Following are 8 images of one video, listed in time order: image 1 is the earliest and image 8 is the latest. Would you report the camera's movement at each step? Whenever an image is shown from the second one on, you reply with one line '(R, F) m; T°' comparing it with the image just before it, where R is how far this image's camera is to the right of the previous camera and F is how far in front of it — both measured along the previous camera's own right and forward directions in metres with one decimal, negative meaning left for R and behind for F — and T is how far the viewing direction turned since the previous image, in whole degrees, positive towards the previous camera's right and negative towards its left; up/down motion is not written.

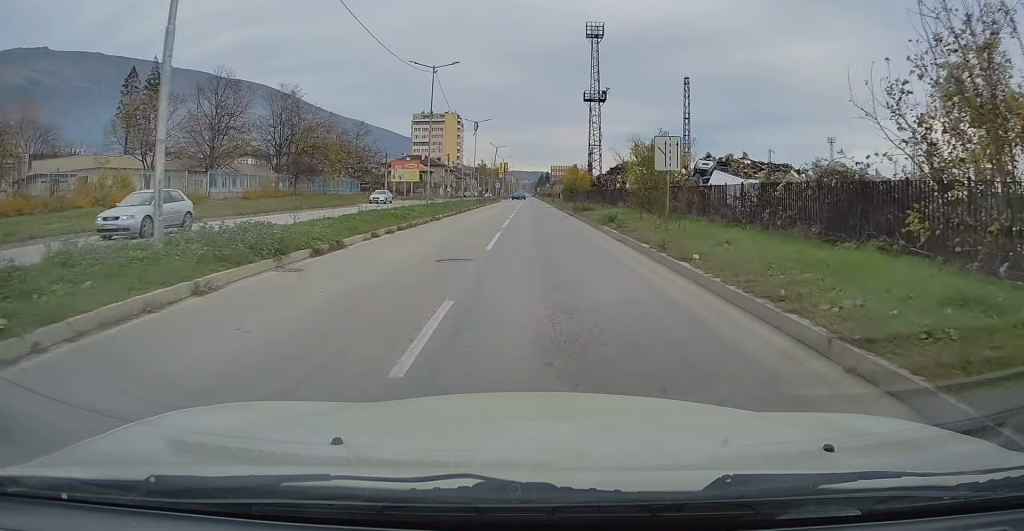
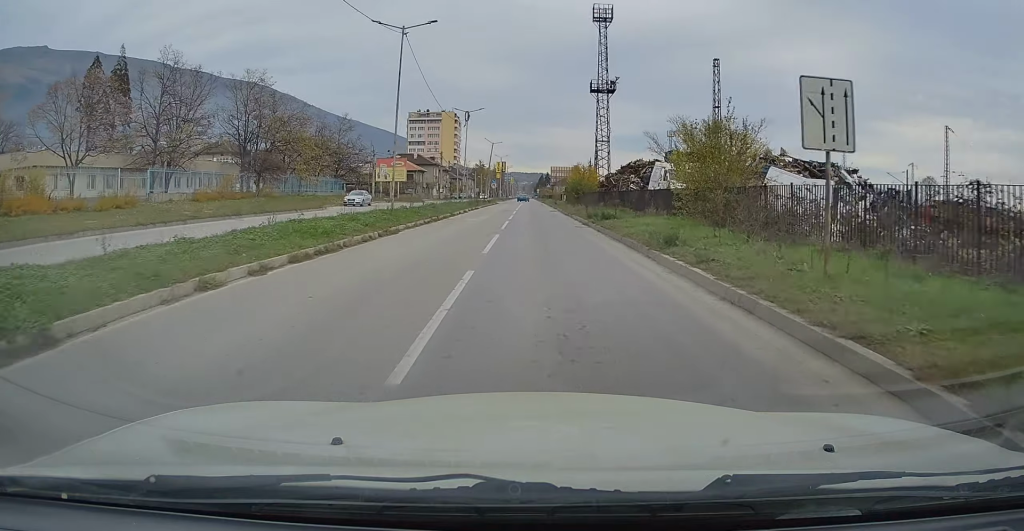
(0.0, +9.3) m; 0°
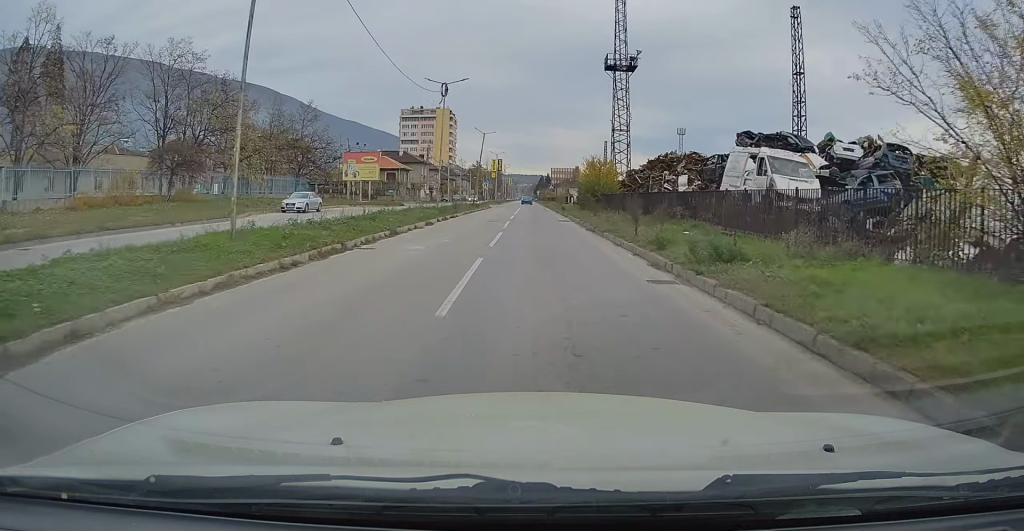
(0.0, +15.1) m; 0°
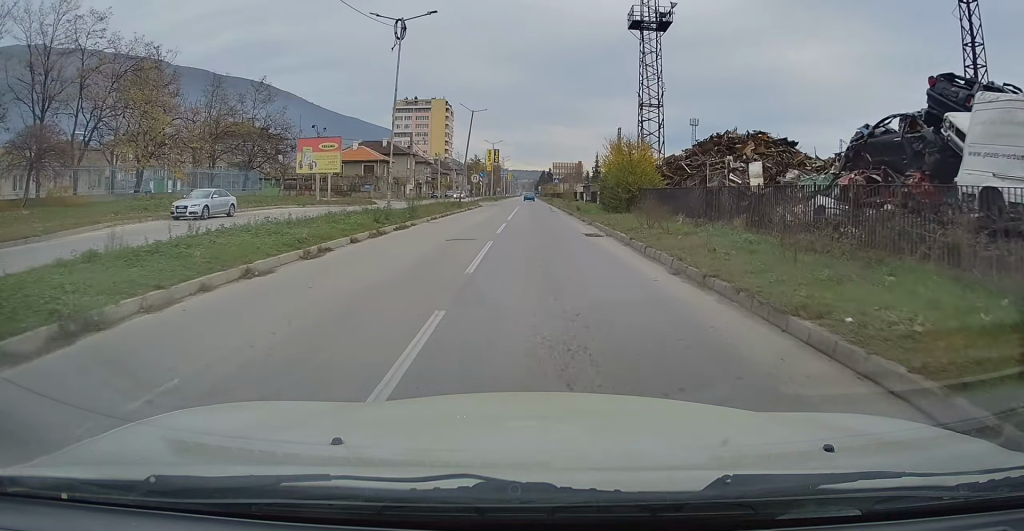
(0.0, +14.5) m; 0°
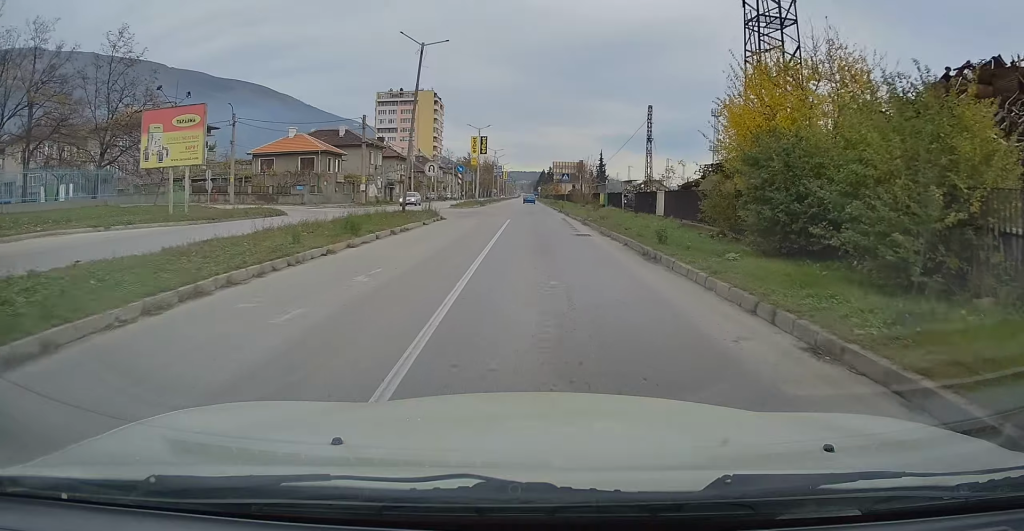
(0.0, +23.9) m; 0°
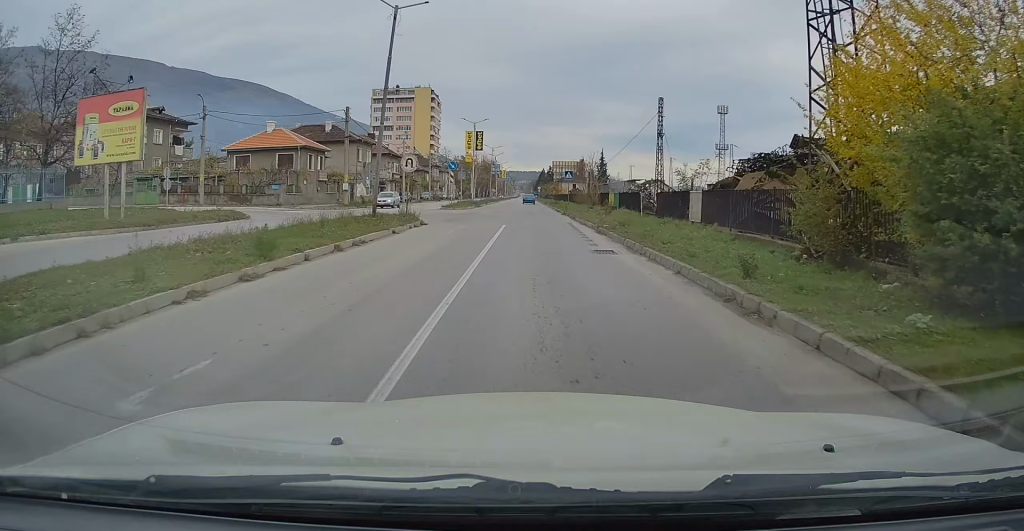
(0.0, +5.7) m; 0°
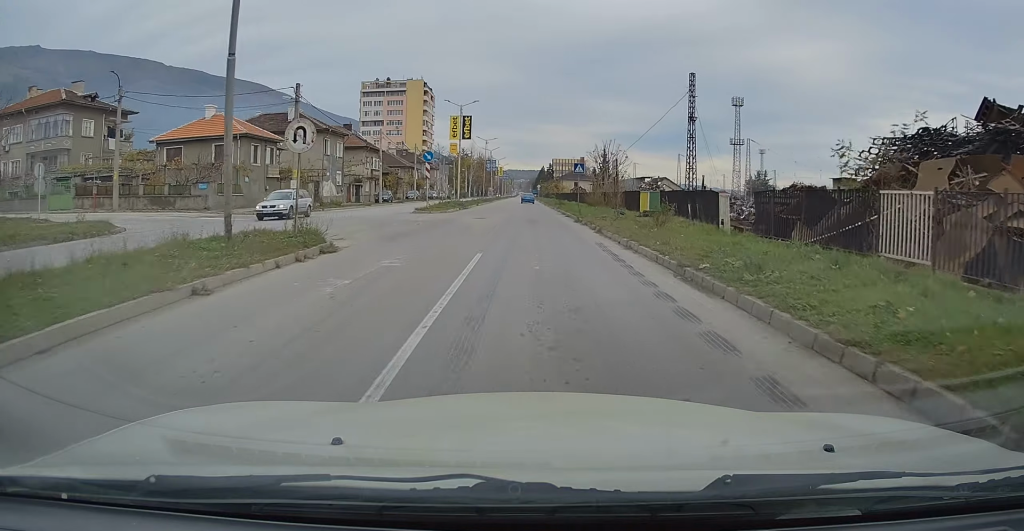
(0.0, +12.2) m; 0°
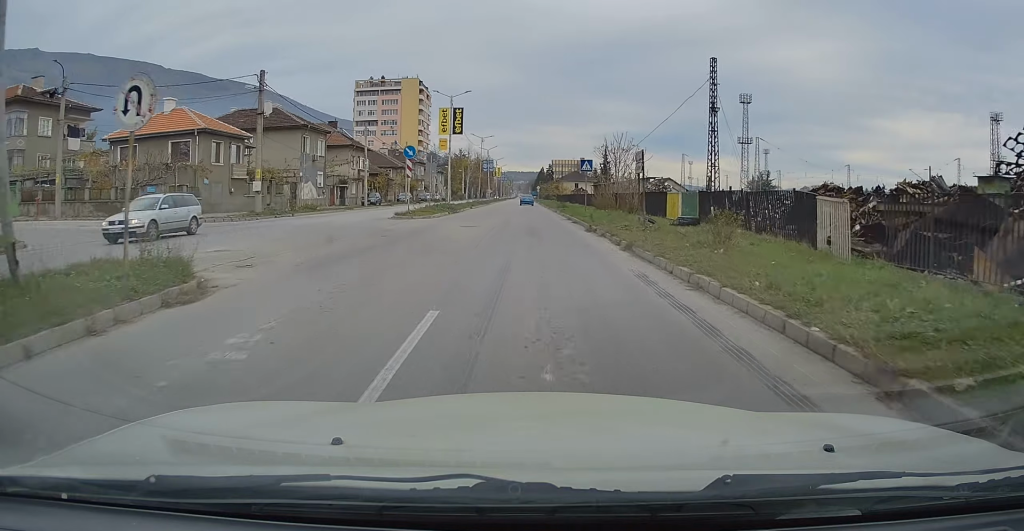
(0.0, +6.1) m; 0°
